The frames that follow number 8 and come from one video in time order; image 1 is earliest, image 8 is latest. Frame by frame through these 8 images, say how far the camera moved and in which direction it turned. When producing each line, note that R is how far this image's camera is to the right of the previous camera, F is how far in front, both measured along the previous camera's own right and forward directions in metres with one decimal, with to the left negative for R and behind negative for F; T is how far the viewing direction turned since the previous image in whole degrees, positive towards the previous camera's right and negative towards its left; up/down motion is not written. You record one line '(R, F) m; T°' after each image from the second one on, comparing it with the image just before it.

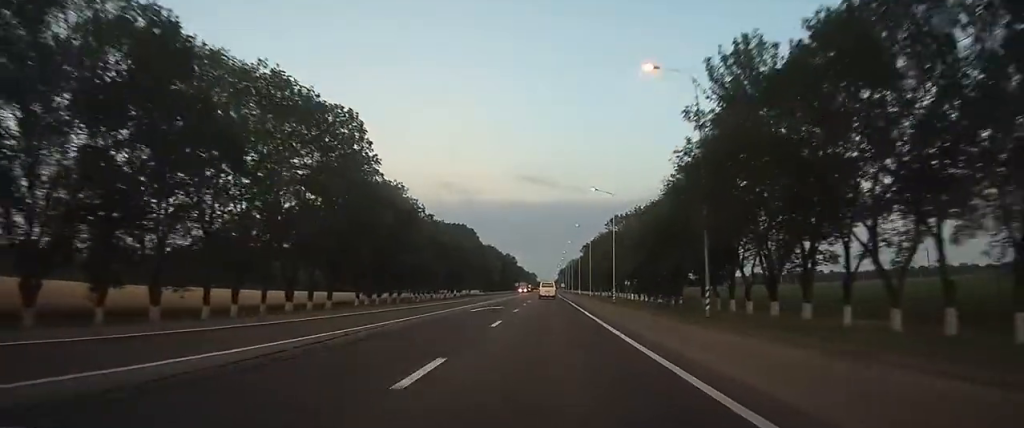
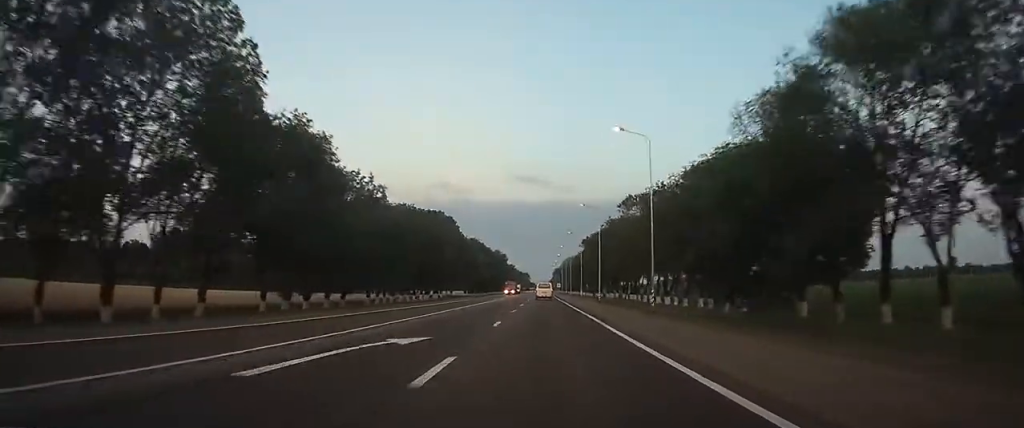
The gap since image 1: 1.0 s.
(+0.2, +24.1) m; +1°
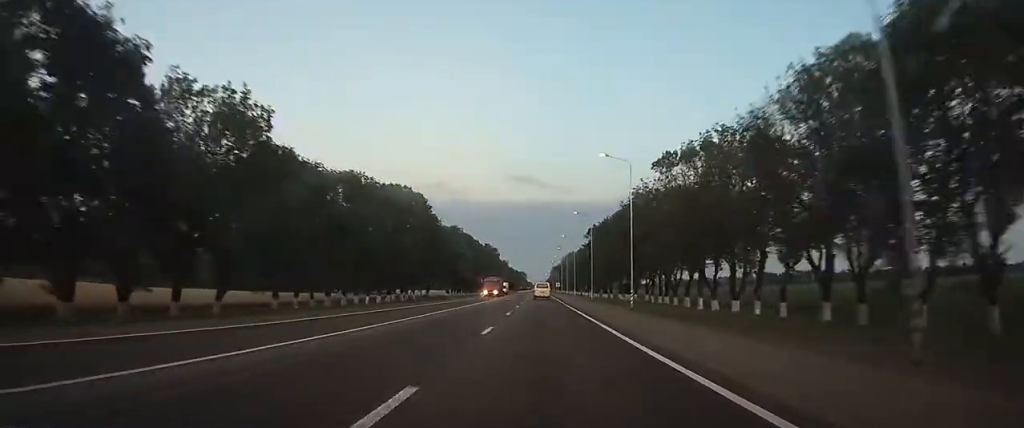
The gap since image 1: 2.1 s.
(+0.1, +27.3) m; 0°
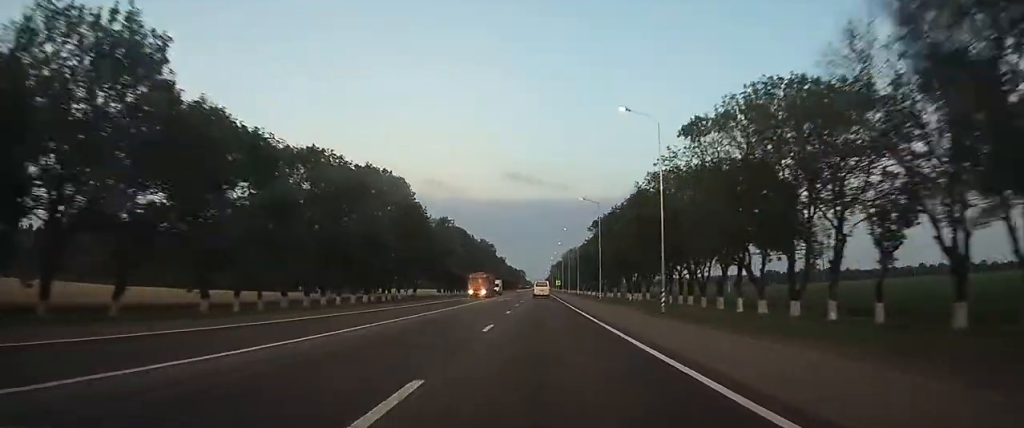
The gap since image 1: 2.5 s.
(0.0, +11.6) m; 0°
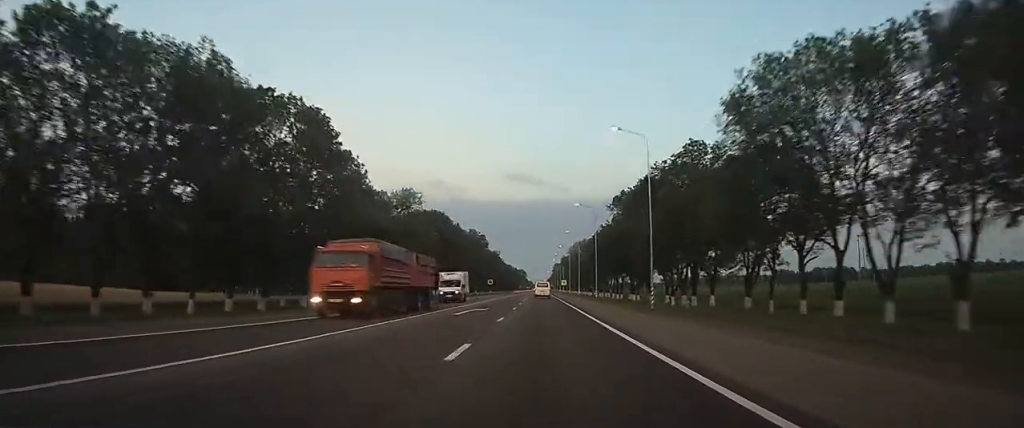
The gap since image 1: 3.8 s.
(0.0, +30.6) m; 0°
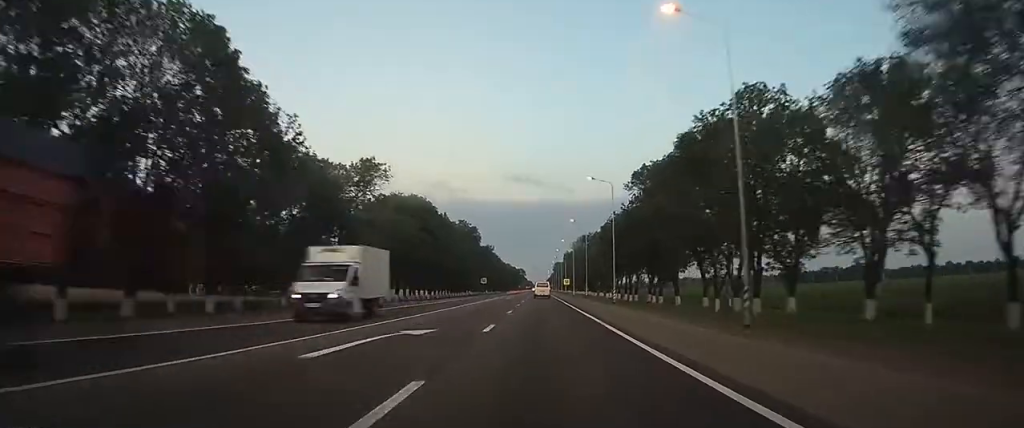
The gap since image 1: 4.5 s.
(0.0, +17.3) m; 0°
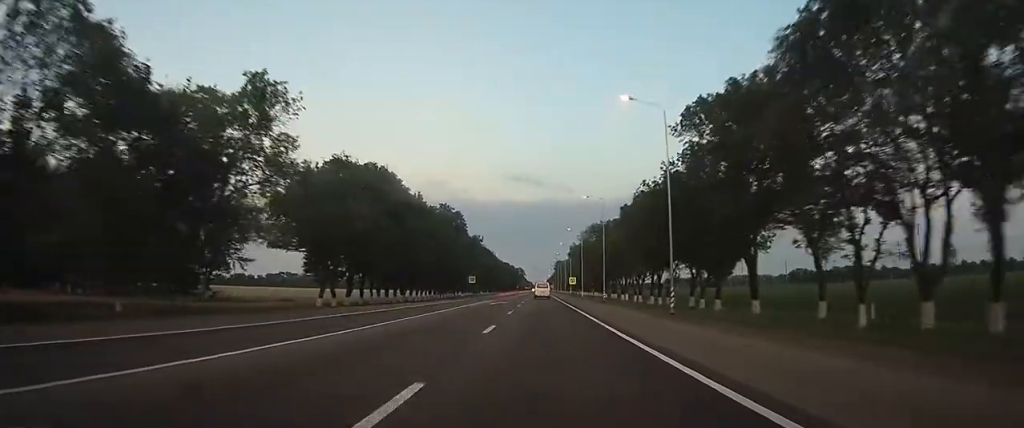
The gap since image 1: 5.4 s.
(0.0, +23.9) m; 0°
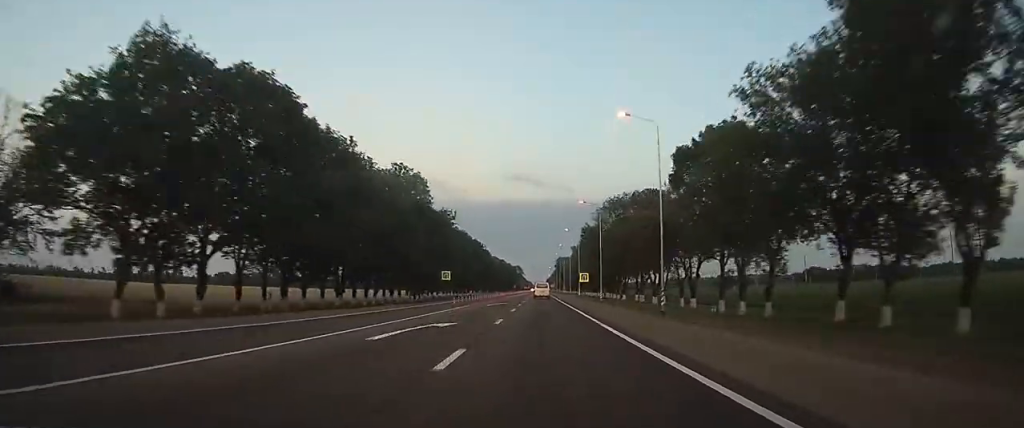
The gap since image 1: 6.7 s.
(+0.1, +31.2) m; -2°
